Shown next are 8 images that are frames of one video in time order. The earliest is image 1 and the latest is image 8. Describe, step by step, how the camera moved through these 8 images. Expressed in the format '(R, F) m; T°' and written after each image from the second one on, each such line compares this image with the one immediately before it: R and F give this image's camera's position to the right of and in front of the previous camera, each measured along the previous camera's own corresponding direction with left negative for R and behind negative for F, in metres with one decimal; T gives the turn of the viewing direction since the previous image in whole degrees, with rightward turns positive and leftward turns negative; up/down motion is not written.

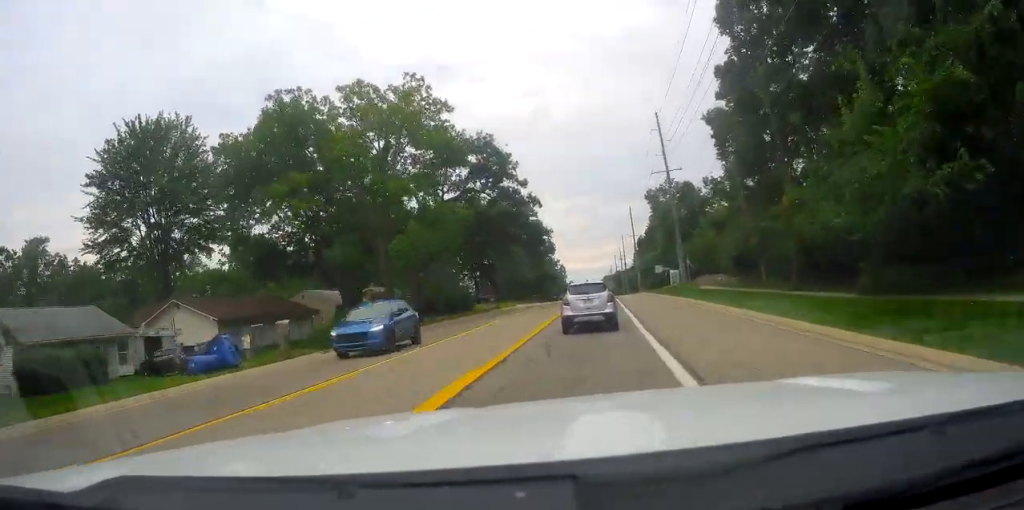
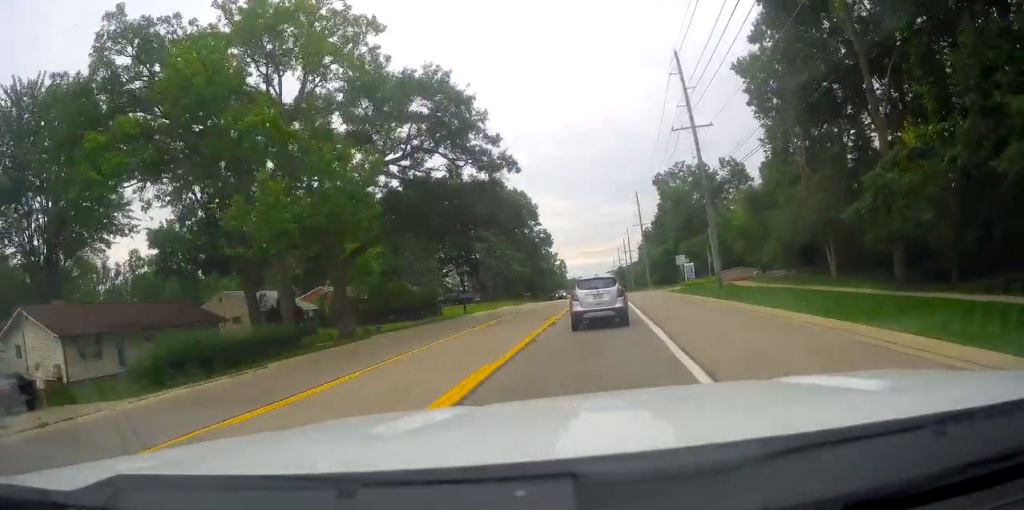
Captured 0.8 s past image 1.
(-0.3, +15.4) m; -2°
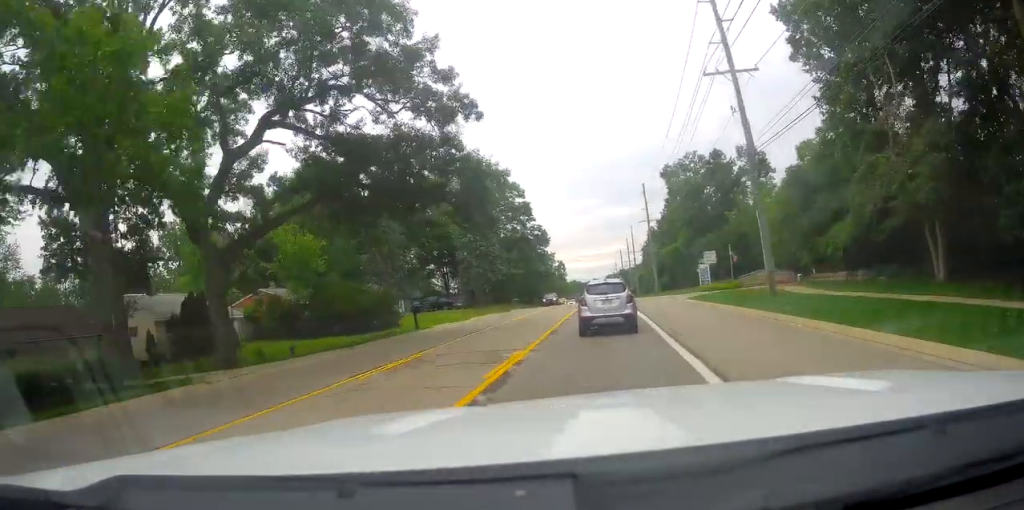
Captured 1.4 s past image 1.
(-0.2, +12.6) m; 0°
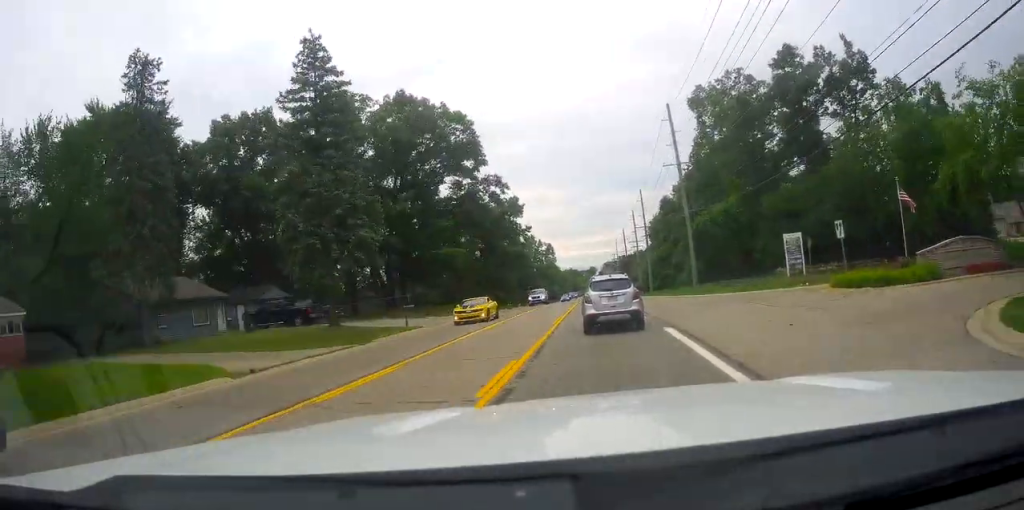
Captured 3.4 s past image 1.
(+0.4, +38.9) m; +1°
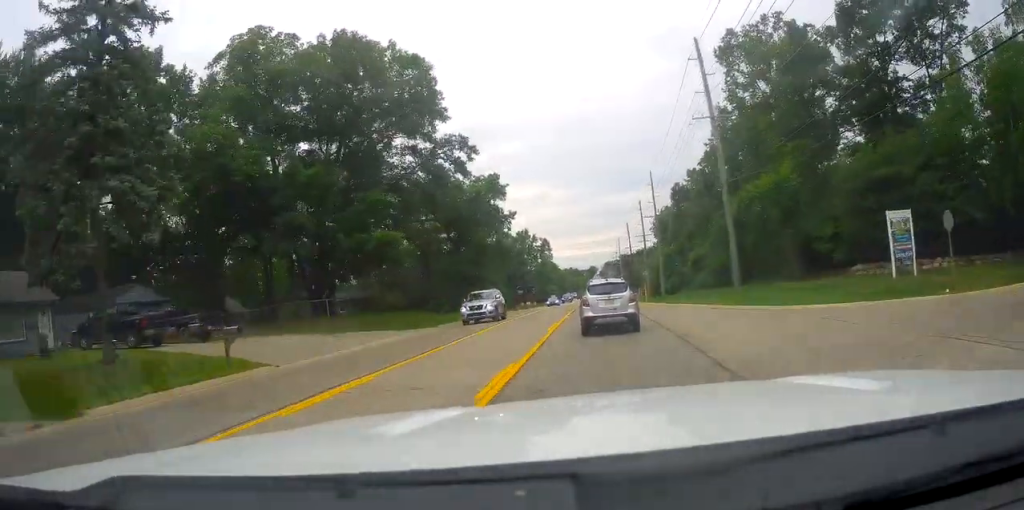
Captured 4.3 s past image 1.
(-0.2, +16.3) m; 0°
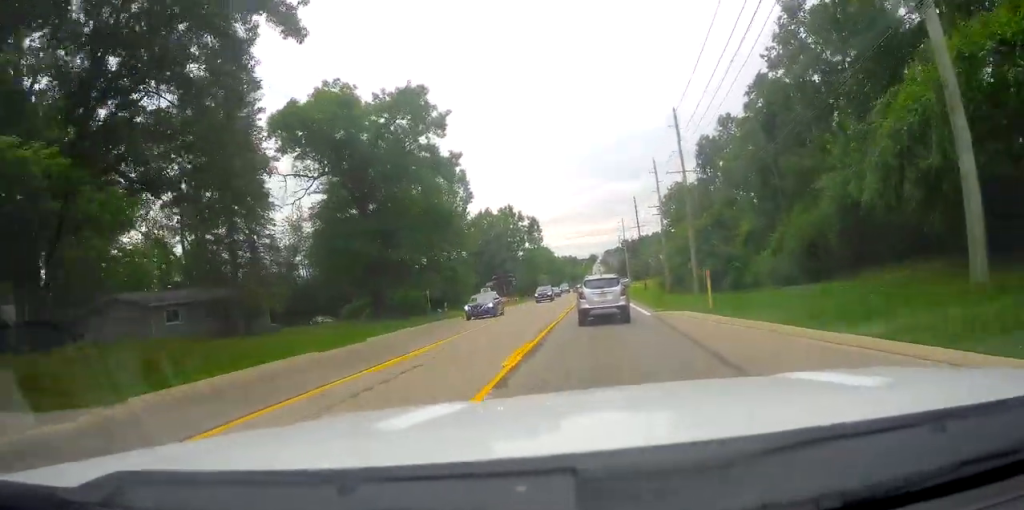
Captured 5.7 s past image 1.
(+0.4, +25.9) m; +1°
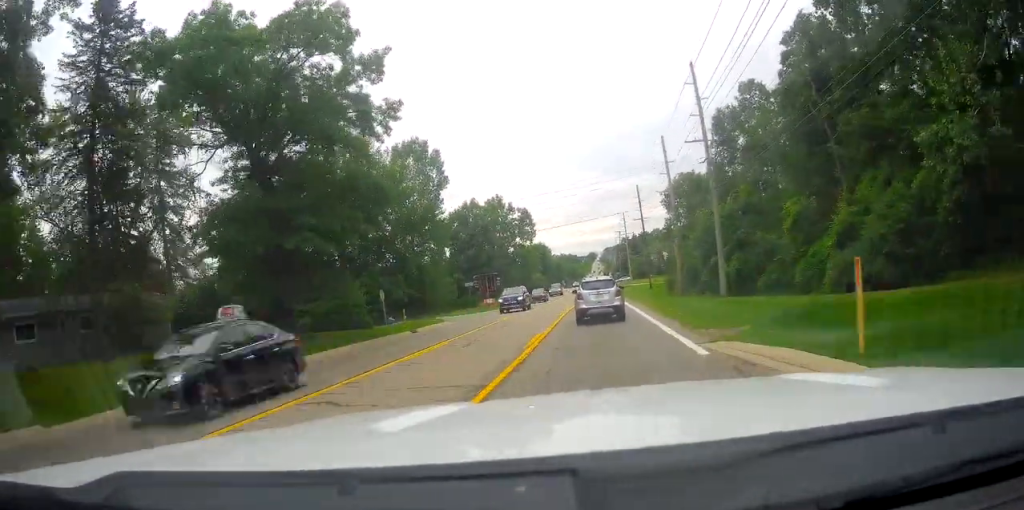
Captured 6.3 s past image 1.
(0.0, +11.6) m; 0°
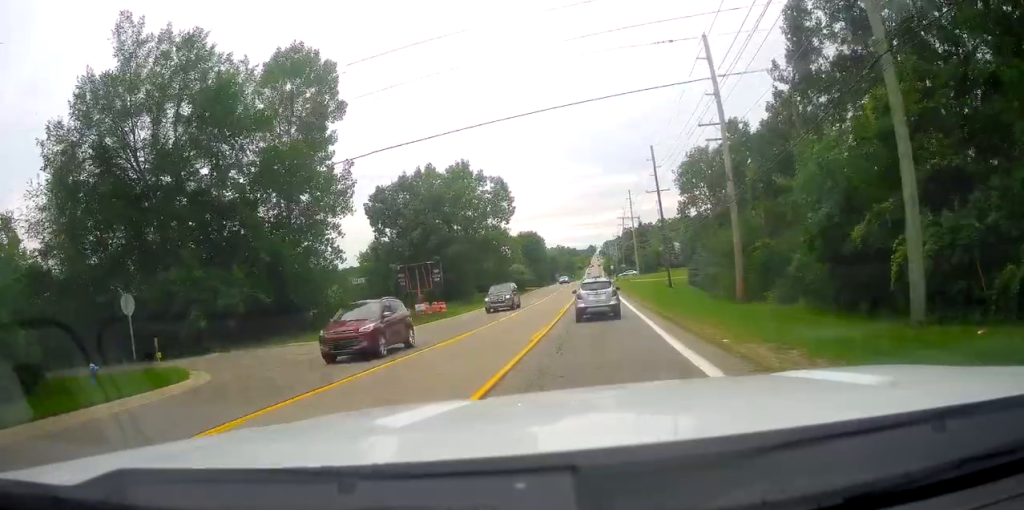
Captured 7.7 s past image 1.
(-0.4, +25.7) m; -2°
